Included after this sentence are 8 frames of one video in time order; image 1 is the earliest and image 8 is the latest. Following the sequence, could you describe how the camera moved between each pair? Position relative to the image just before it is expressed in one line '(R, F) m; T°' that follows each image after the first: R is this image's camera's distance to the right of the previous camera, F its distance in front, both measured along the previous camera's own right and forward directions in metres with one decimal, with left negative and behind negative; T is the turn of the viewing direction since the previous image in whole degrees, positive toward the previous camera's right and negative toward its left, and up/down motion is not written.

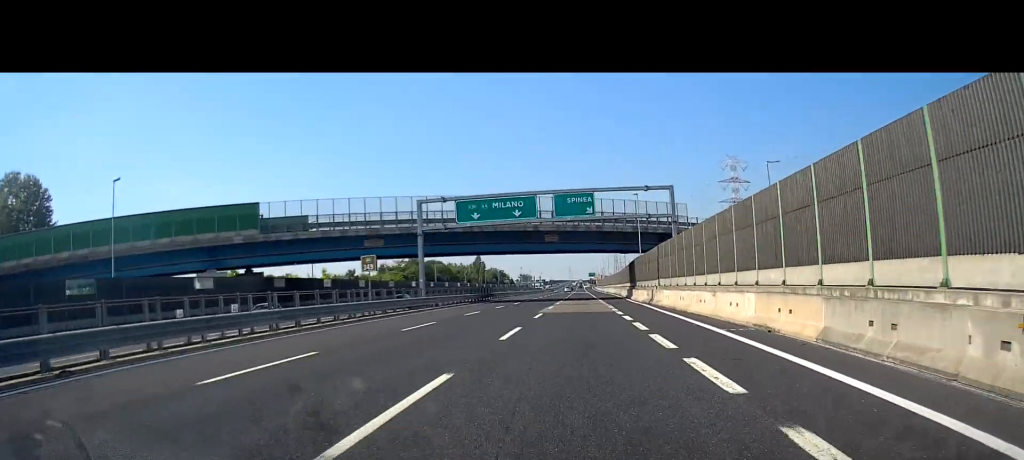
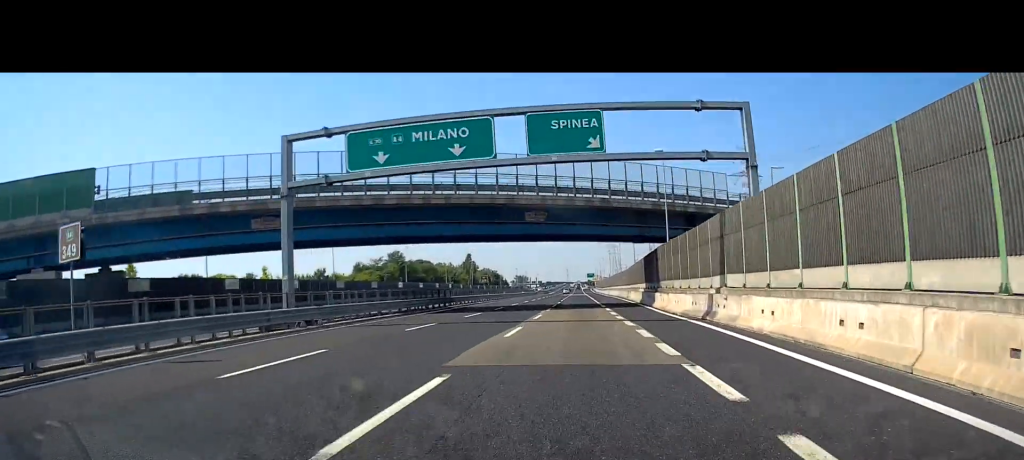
(+0.1, +22.8) m; 0°
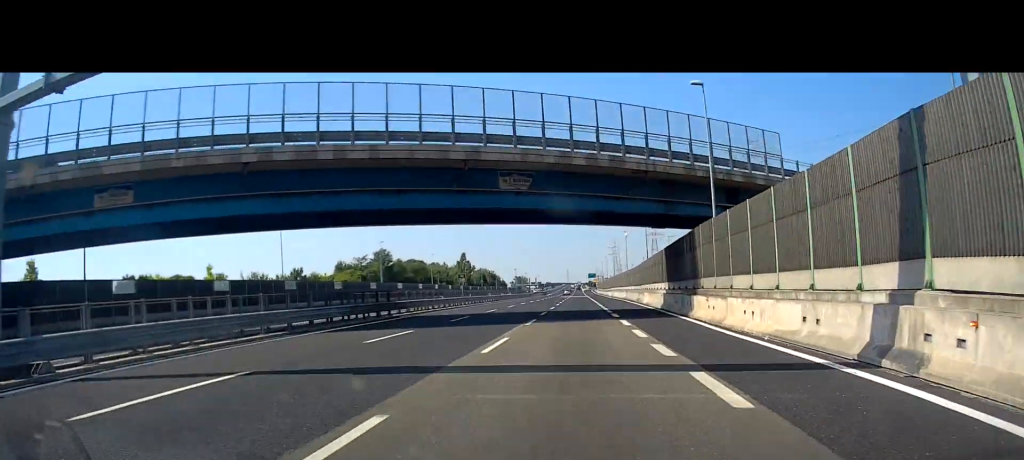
(+0.1, +15.8) m; 0°
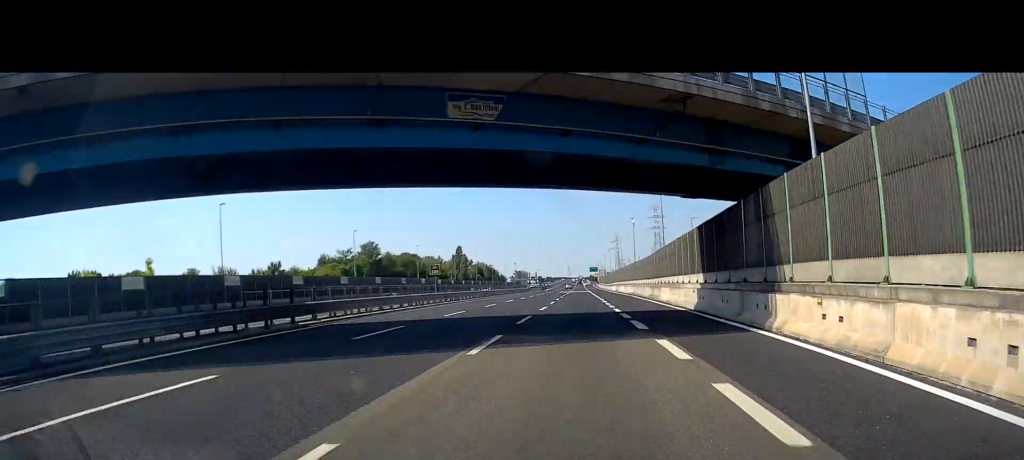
(-0.1, +13.2) m; 0°
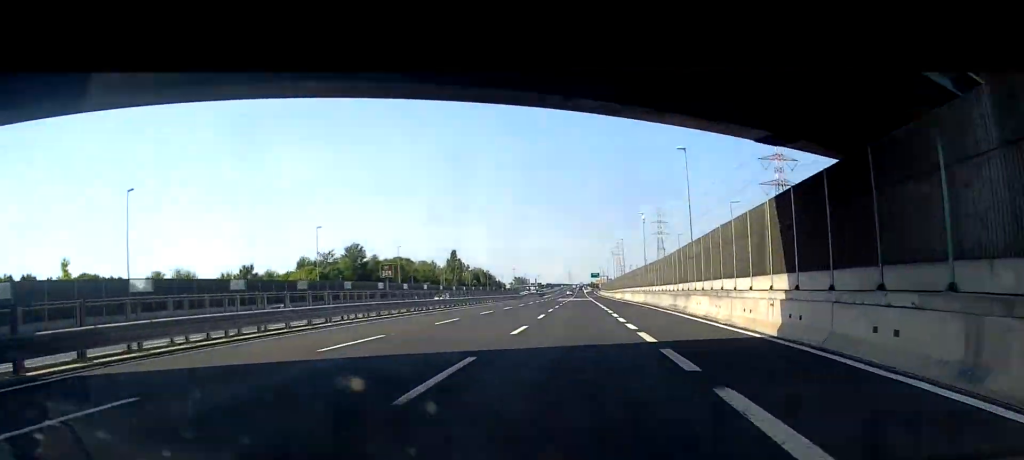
(0.0, +14.1) m; 0°
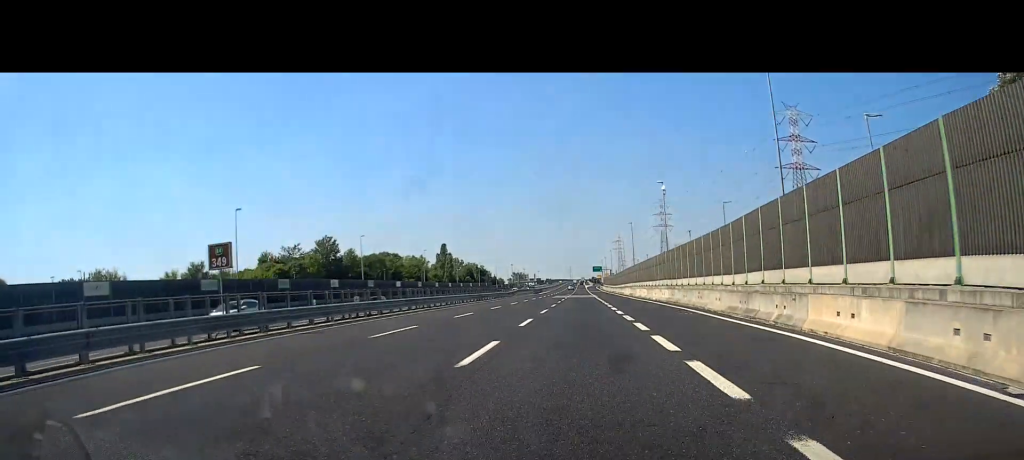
(+0.1, +20.2) m; 0°
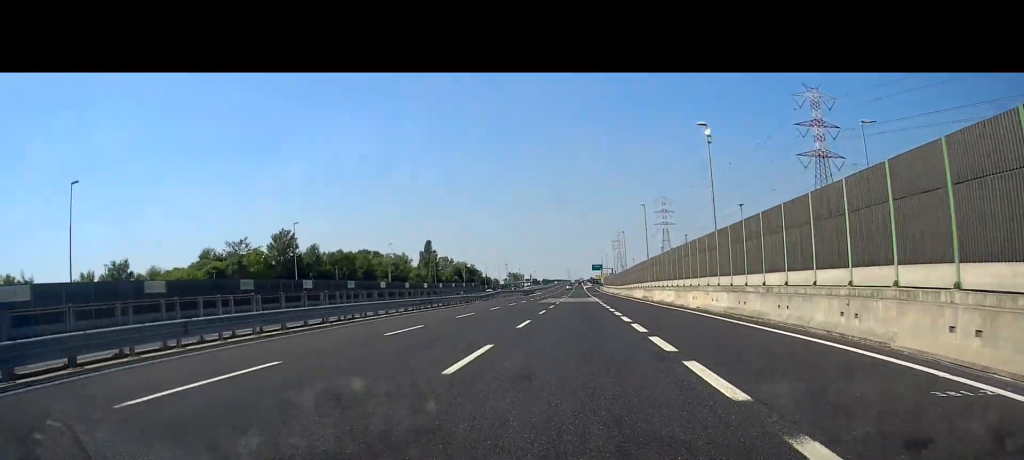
(0.0, +22.8) m; 0°
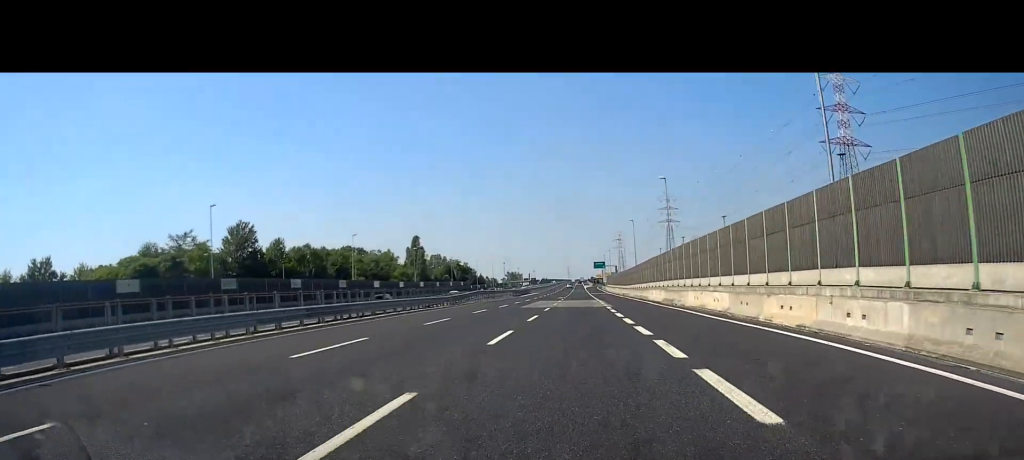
(-0.1, +18.5) m; 0°
